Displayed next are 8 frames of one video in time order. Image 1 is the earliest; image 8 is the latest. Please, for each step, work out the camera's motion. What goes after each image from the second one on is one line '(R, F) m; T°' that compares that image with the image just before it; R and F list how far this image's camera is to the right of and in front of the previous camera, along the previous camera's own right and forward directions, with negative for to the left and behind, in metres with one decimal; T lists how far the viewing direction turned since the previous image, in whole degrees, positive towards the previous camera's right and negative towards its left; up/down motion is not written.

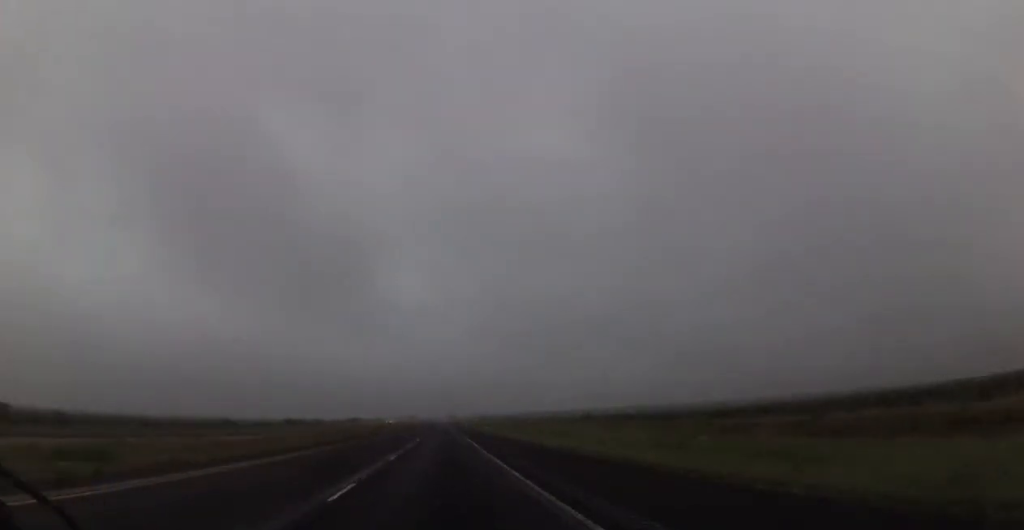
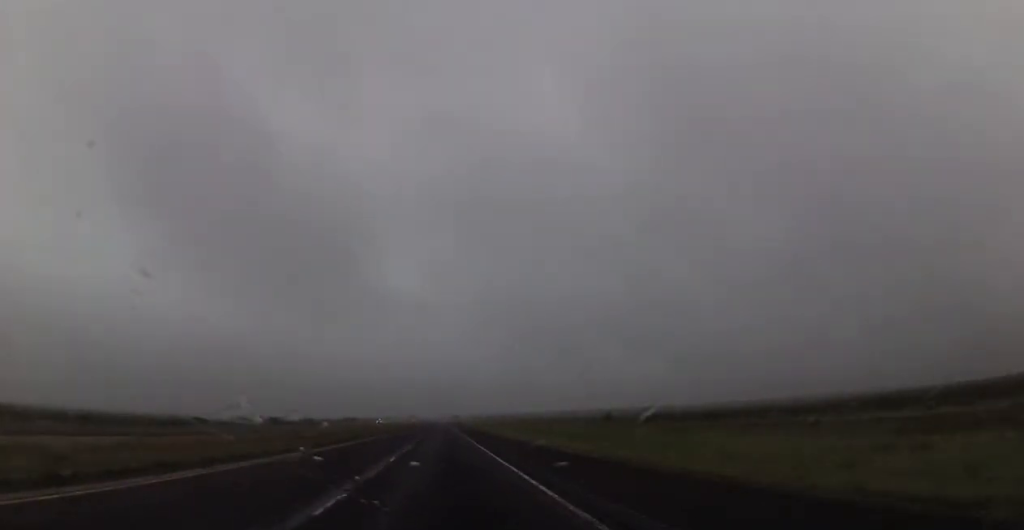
(-0.3, +26.4) m; 0°
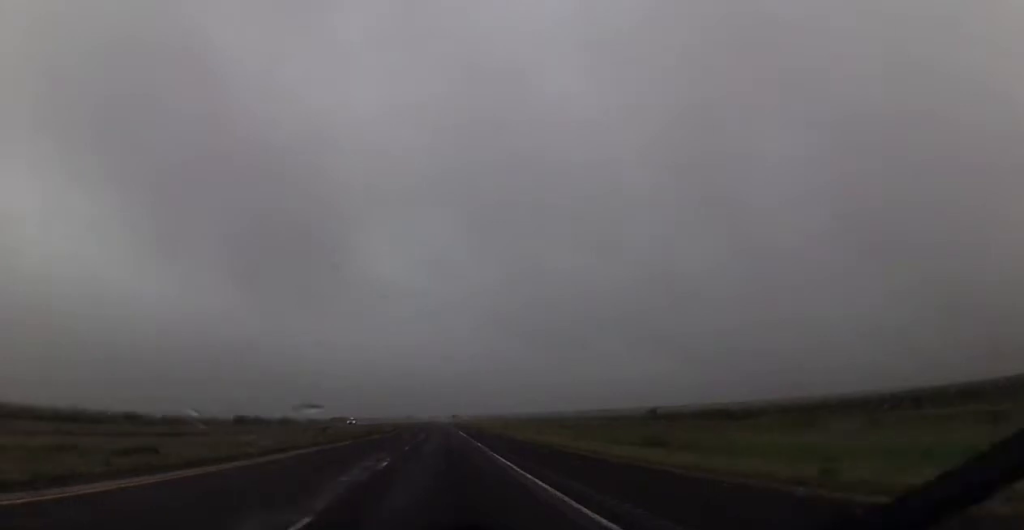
(+0.2, +40.3) m; 0°
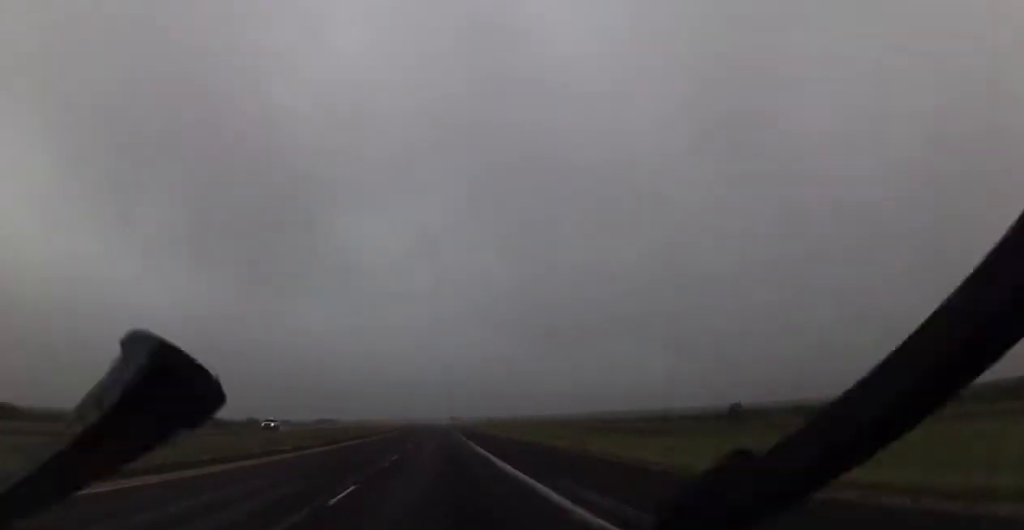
(-0.2, +44.8) m; 0°
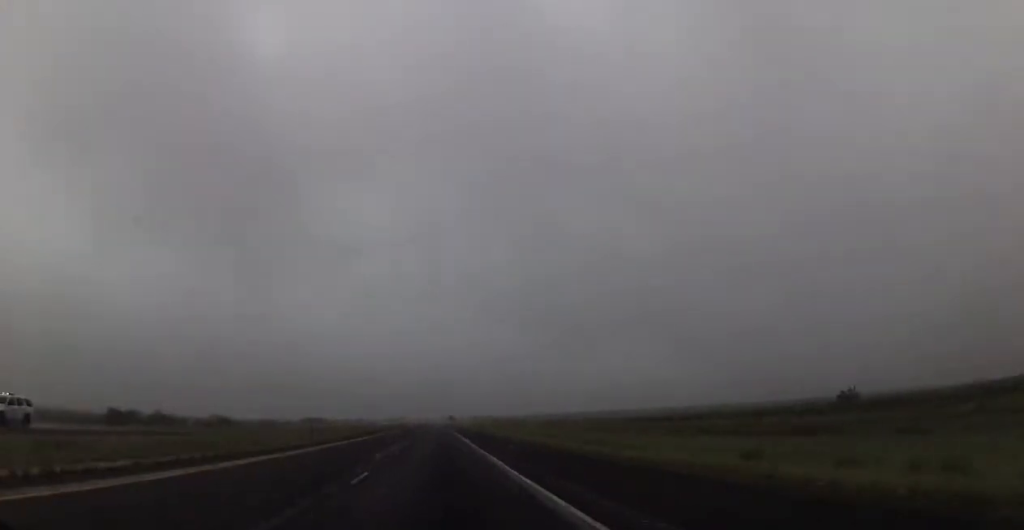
(+0.2, +33.3) m; 0°
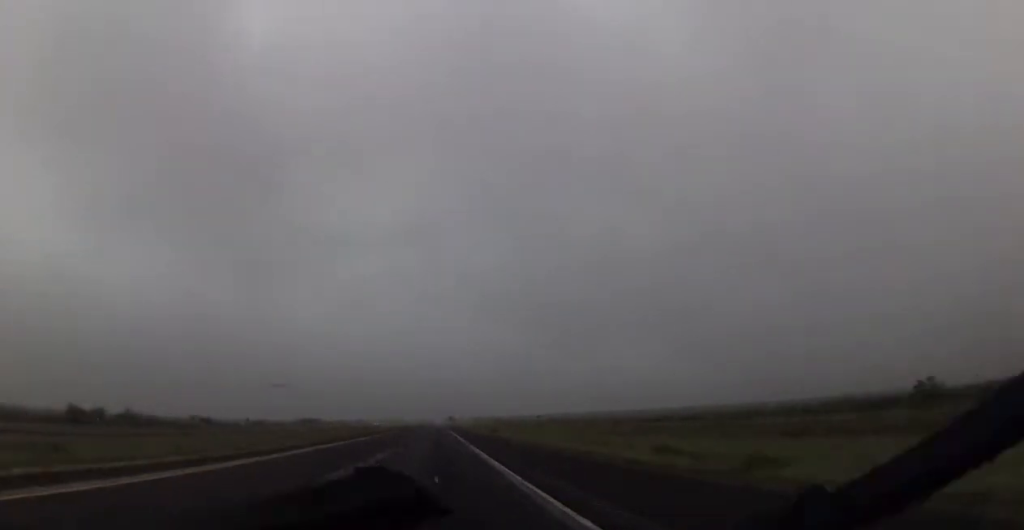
(-0.1, +14.9) m; 0°
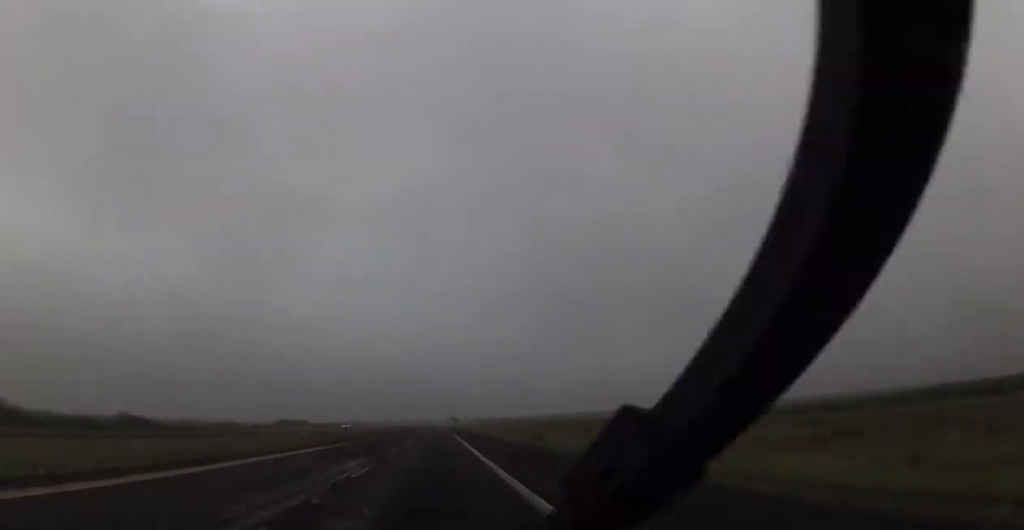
(+0.2, +44.8) m; 0°
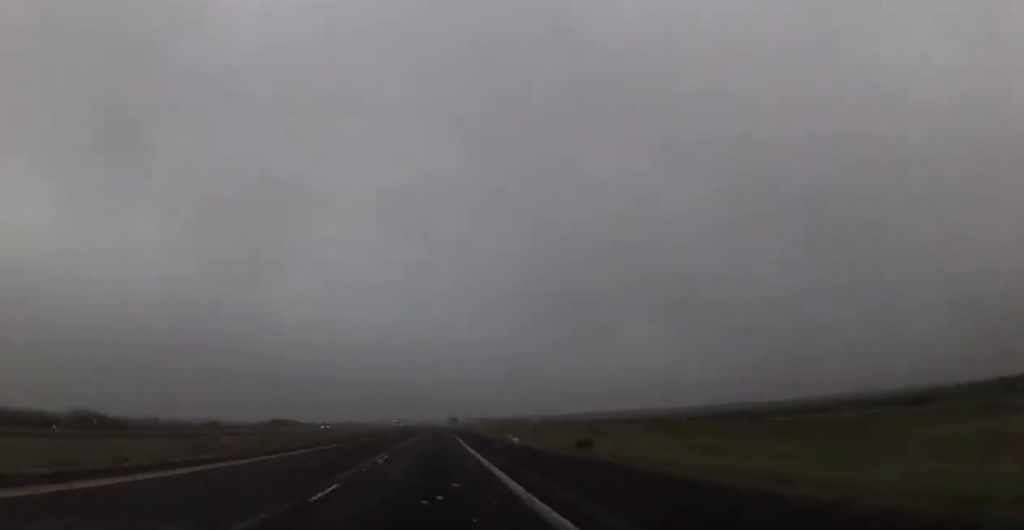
(-0.1, +17.2) m; 0°
